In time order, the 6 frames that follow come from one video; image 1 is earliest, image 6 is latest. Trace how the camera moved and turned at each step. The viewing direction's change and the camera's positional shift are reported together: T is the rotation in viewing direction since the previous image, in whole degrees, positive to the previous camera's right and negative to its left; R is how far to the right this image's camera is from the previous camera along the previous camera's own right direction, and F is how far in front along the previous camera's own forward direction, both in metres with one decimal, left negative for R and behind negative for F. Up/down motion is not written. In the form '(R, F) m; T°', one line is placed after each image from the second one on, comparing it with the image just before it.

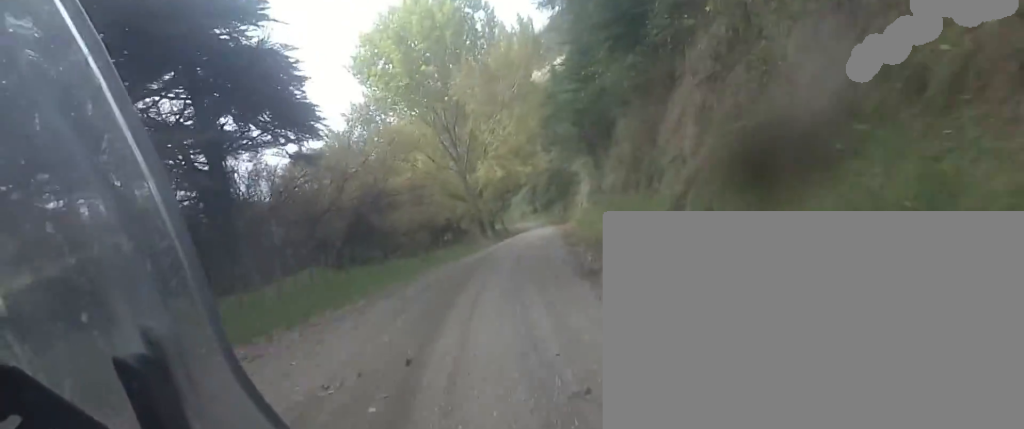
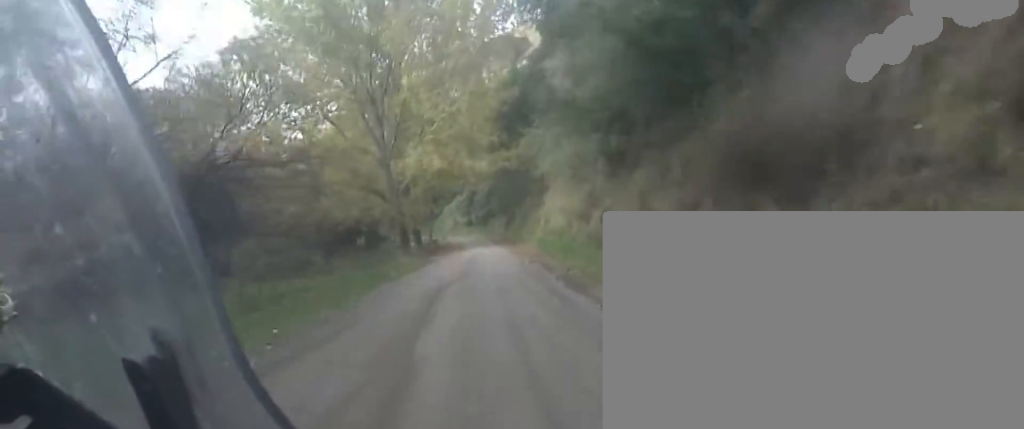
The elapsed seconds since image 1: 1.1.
(+1.1, +14.5) m; +6°
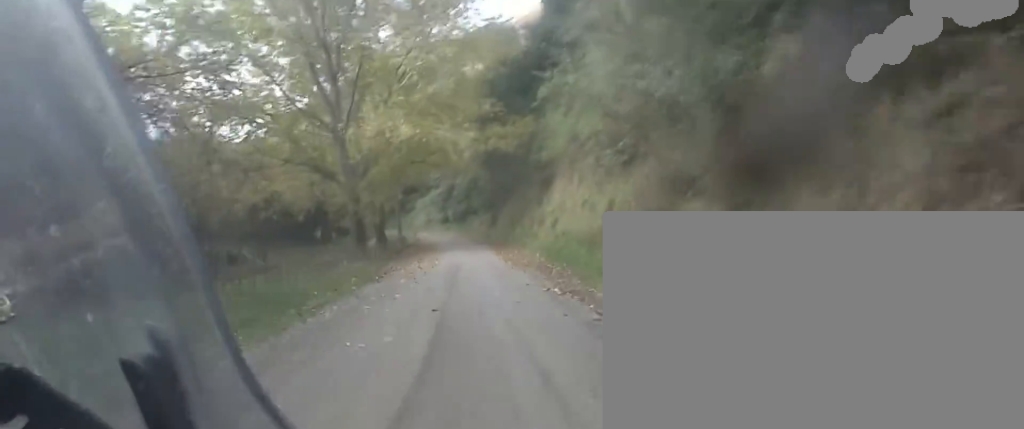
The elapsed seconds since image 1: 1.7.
(+0.2, +9.3) m; +2°
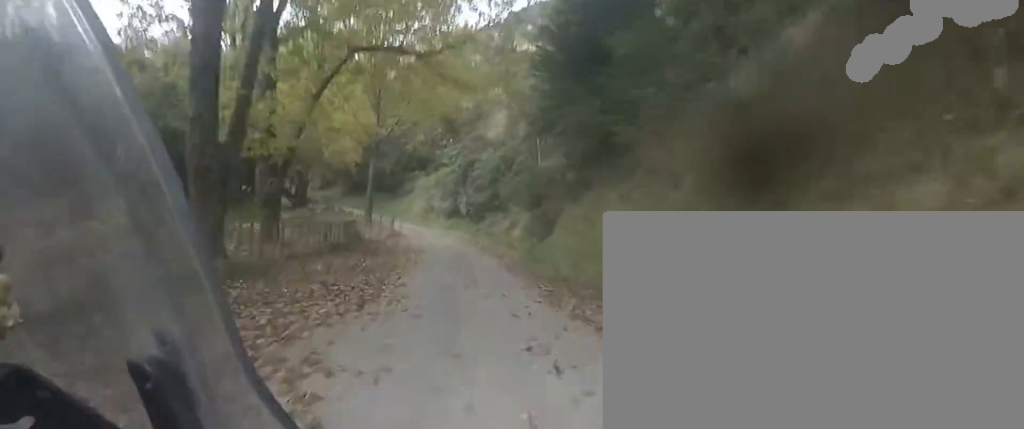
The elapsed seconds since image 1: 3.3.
(+1.3, +24.8) m; +2°
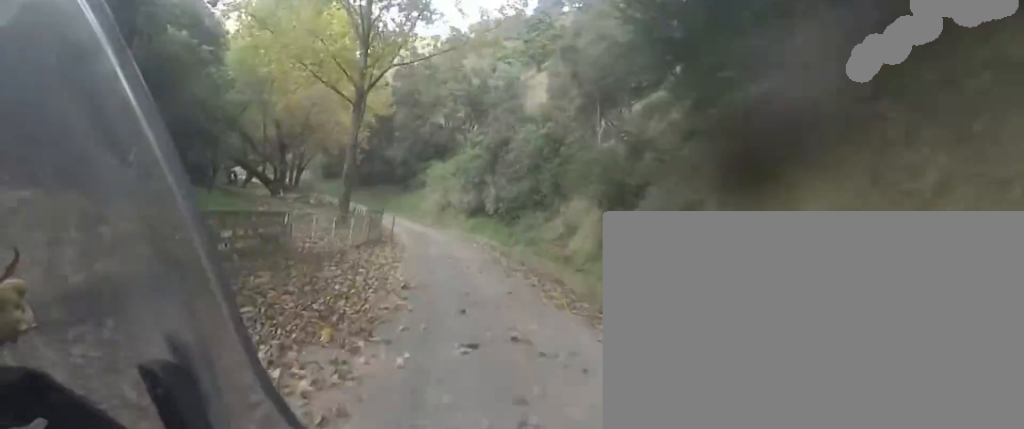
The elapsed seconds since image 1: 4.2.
(-0.7, +12.1) m; -8°
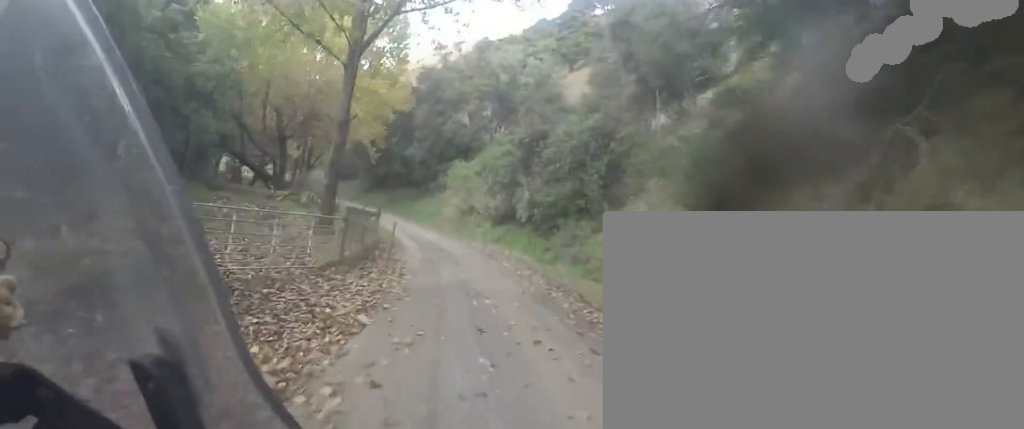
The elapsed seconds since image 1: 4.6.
(-0.2, +6.2) m; -5°
